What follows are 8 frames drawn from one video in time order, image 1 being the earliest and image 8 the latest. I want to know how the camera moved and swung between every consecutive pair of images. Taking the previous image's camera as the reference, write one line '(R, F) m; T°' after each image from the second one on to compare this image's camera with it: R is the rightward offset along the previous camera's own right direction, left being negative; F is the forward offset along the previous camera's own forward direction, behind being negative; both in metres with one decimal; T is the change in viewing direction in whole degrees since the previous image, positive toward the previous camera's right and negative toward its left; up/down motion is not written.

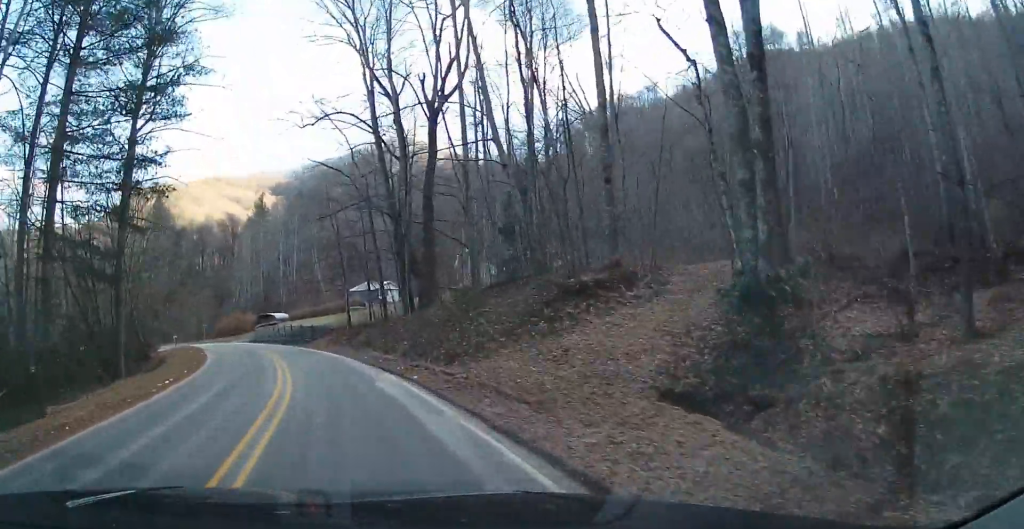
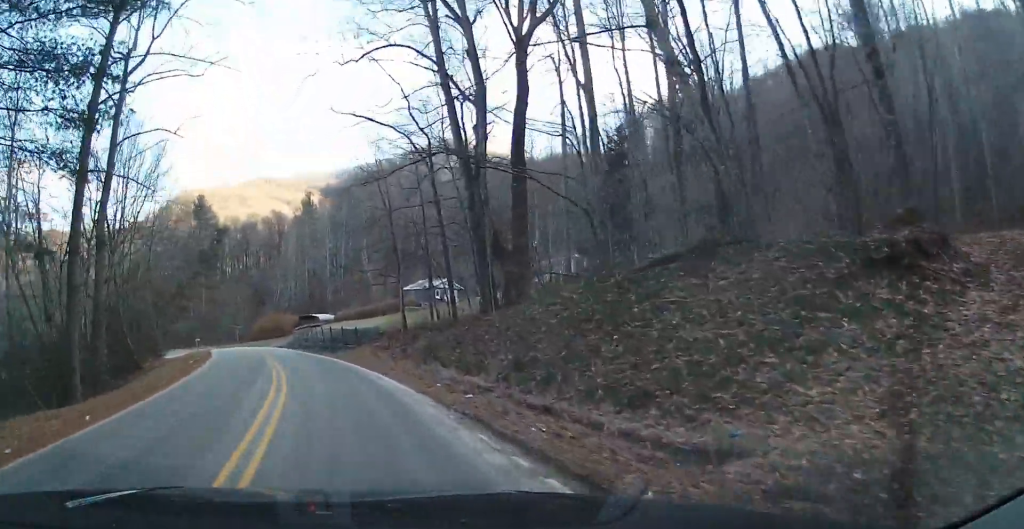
(-0.4, +10.2) m; -2°
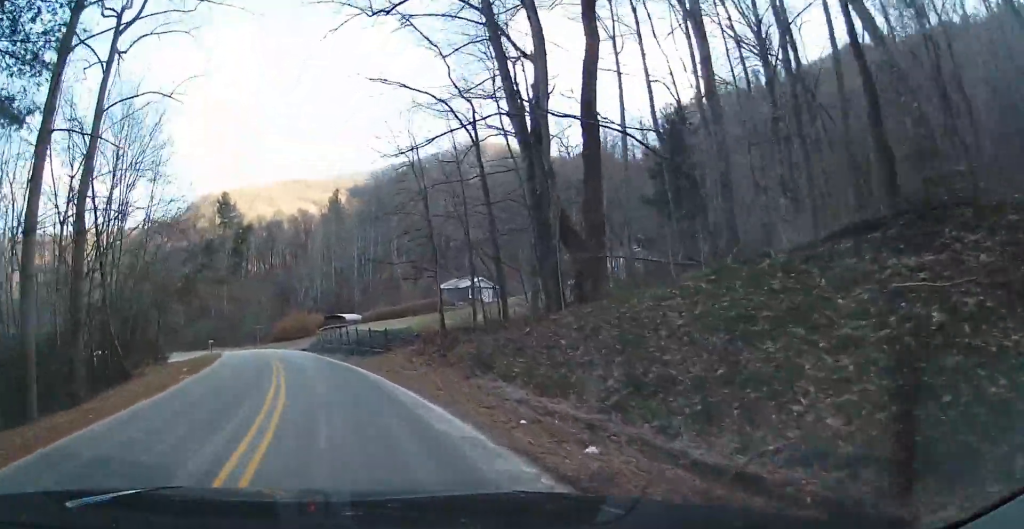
(0.0, +5.1) m; -1°
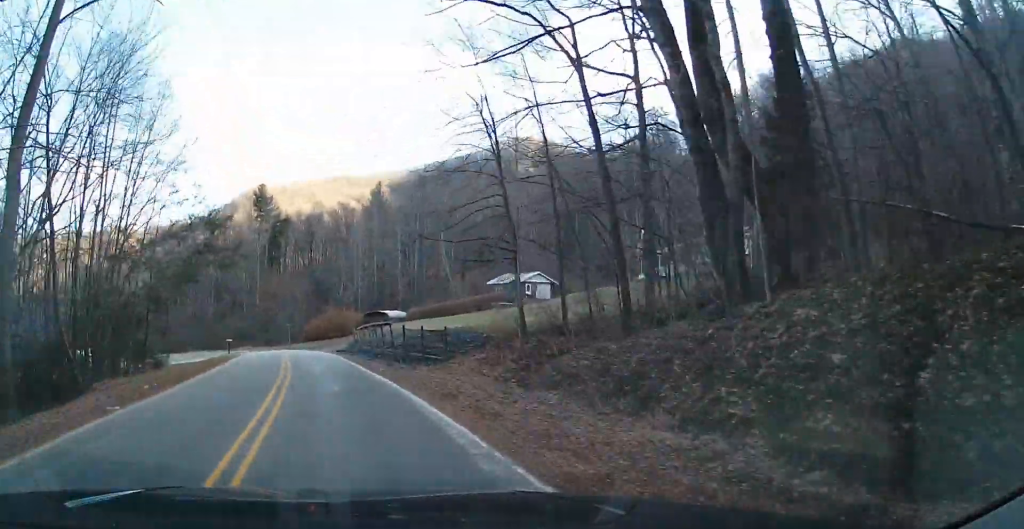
(+0.1, +8.3) m; -2°
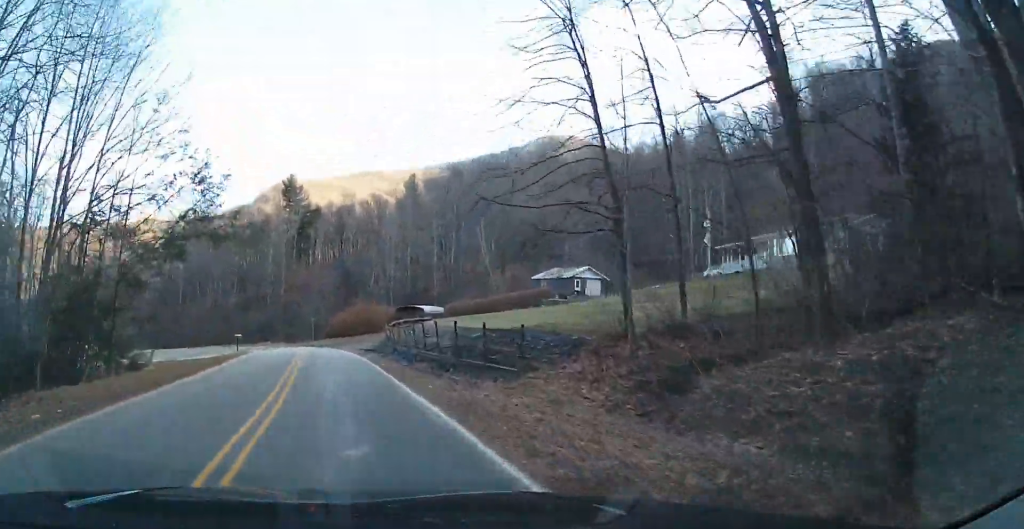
(-0.3, +6.9) m; -5°
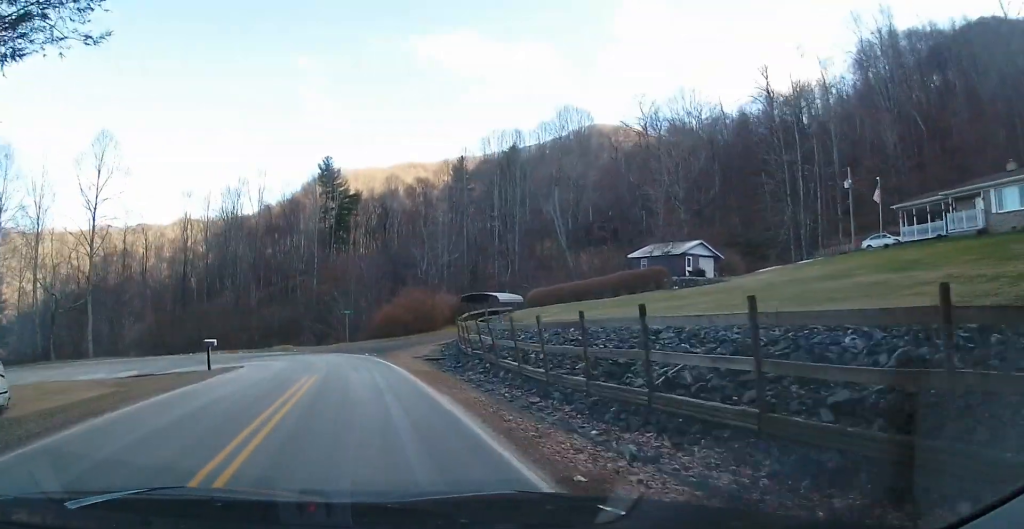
(-1.8, +16.1) m; -9°
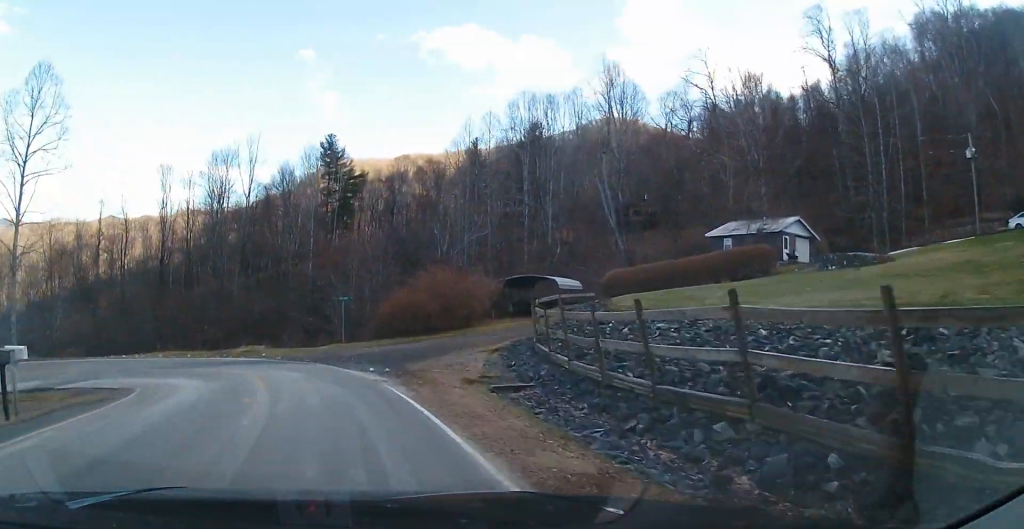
(0.0, +13.5) m; -2°
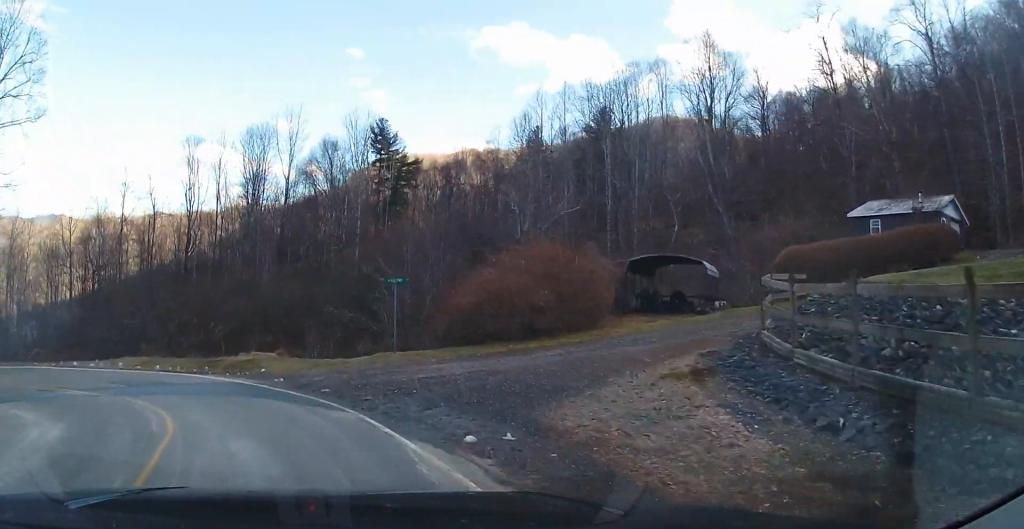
(-0.4, +11.0) m; -9°
